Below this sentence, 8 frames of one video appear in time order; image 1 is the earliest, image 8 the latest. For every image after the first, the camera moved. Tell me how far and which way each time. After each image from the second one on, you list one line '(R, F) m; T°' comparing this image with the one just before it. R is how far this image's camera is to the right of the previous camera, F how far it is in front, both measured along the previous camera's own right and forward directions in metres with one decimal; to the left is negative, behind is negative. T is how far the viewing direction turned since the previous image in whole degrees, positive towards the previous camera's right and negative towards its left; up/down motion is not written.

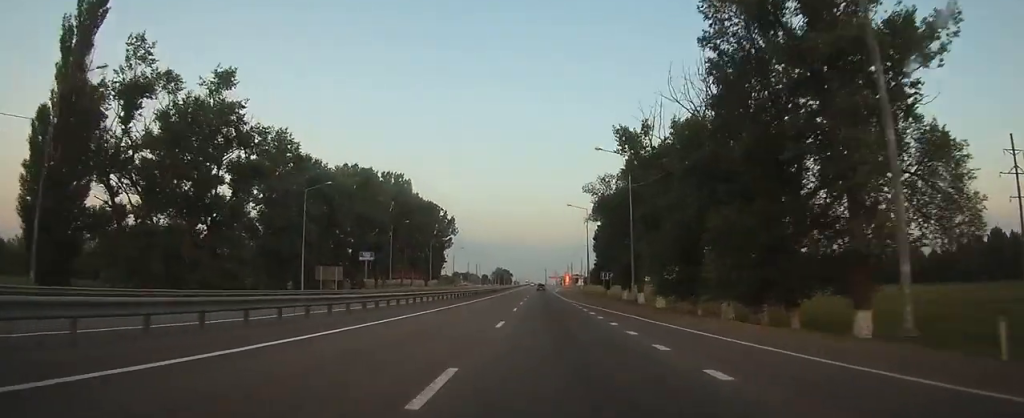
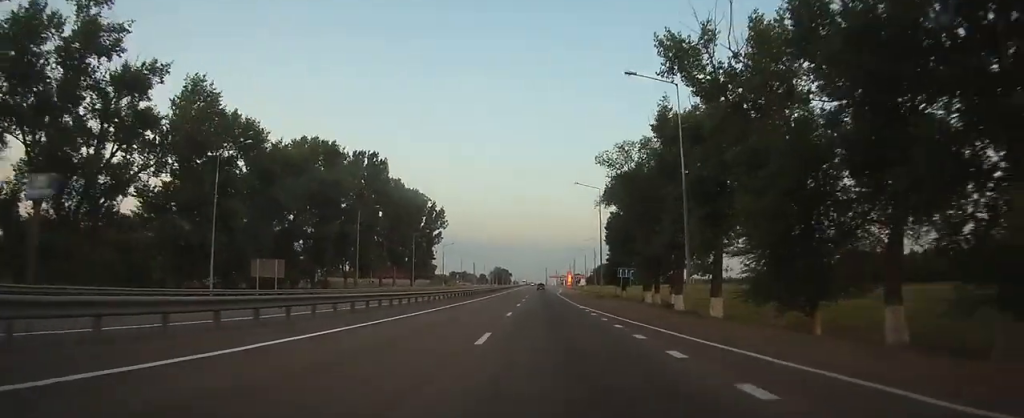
(0.0, +17.2) m; 0°
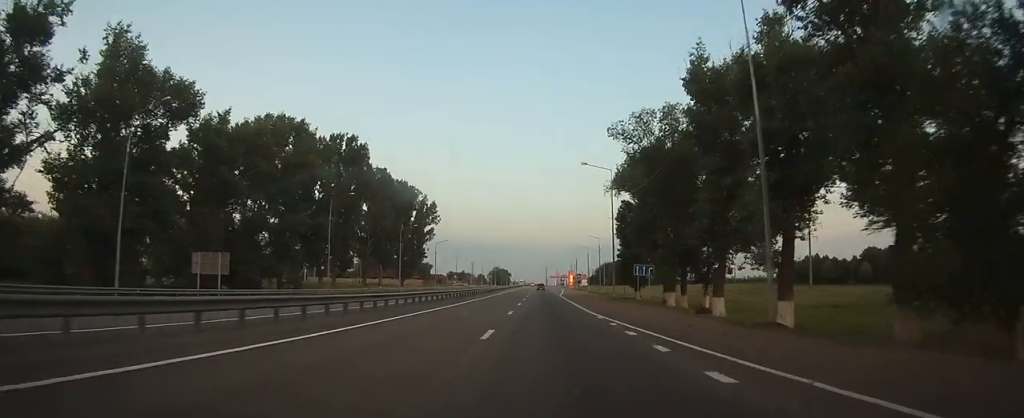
(0.0, +10.6) m; 0°
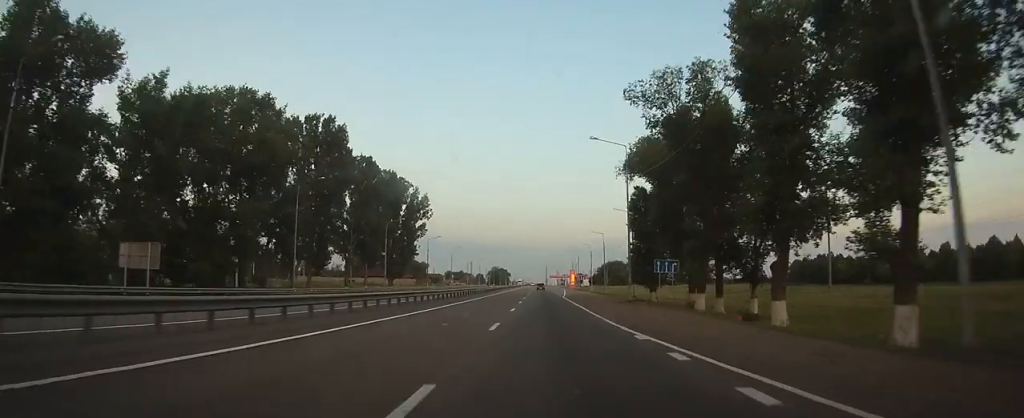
(0.0, +9.3) m; 0°
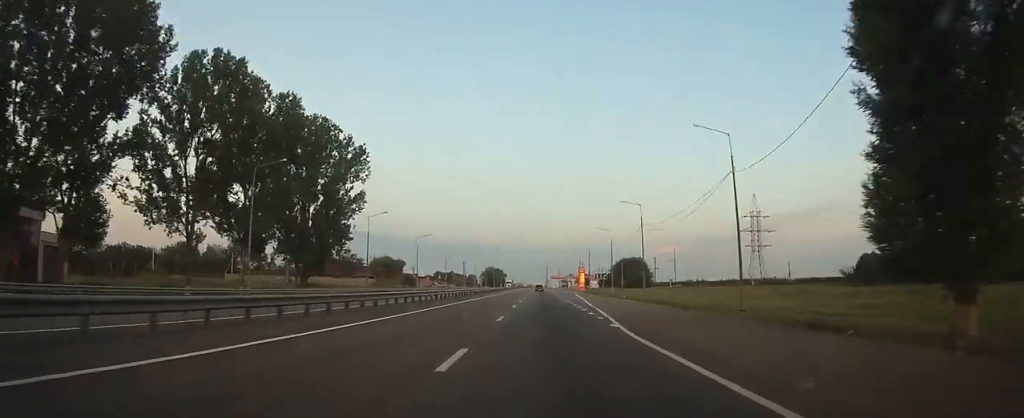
(+0.1, +43.5) m; 0°
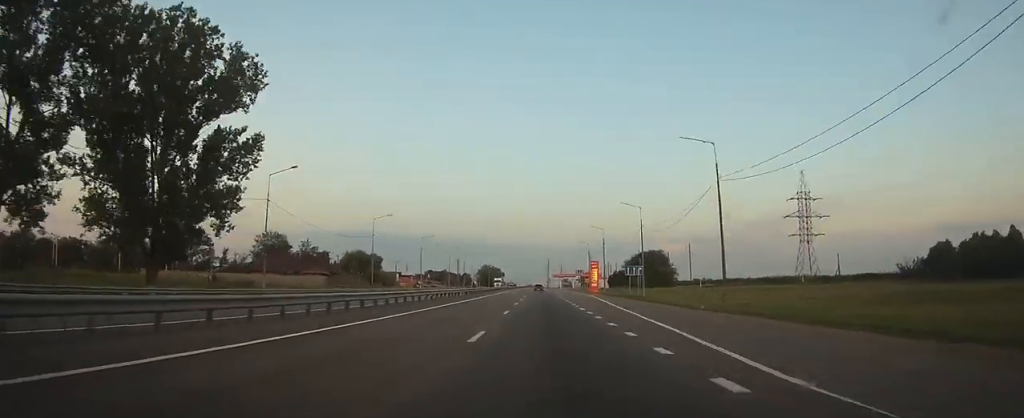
(0.0, +31.5) m; 0°
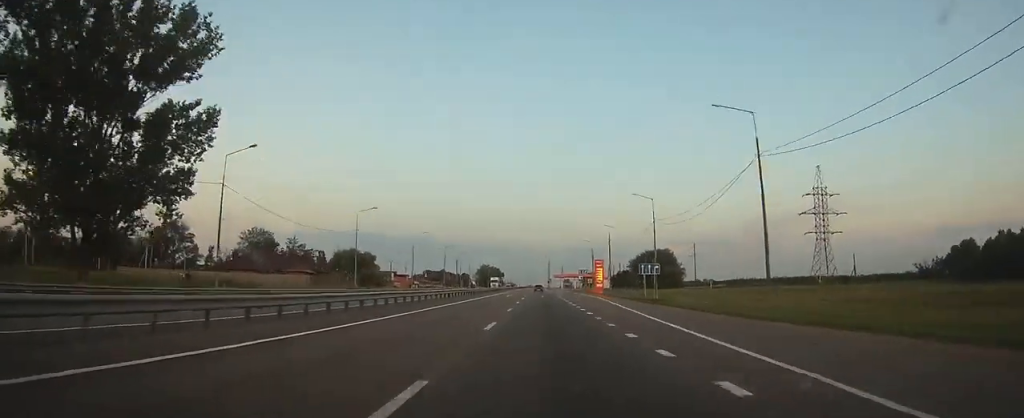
(0.0, +8.0) m; 0°
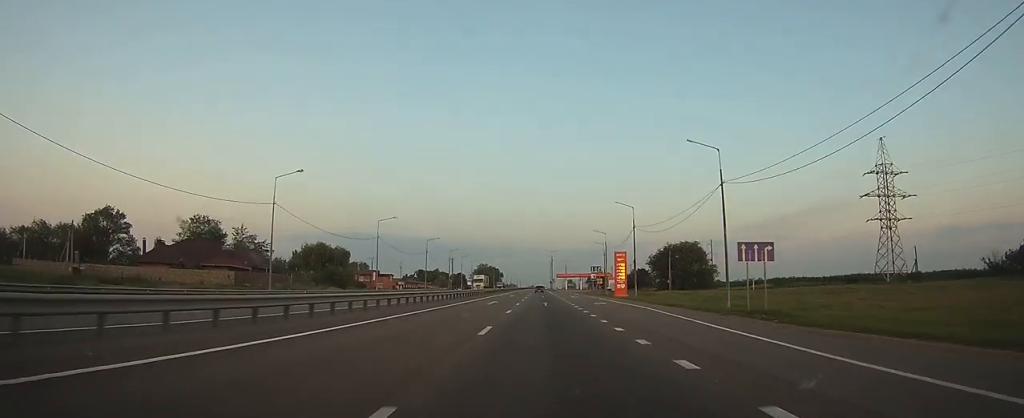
(0.0, +25.5) m; 0°
